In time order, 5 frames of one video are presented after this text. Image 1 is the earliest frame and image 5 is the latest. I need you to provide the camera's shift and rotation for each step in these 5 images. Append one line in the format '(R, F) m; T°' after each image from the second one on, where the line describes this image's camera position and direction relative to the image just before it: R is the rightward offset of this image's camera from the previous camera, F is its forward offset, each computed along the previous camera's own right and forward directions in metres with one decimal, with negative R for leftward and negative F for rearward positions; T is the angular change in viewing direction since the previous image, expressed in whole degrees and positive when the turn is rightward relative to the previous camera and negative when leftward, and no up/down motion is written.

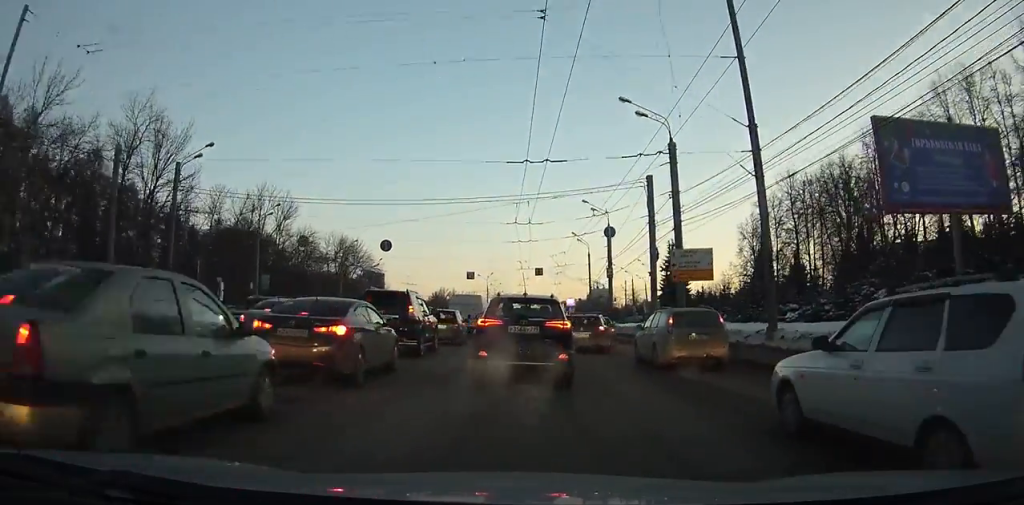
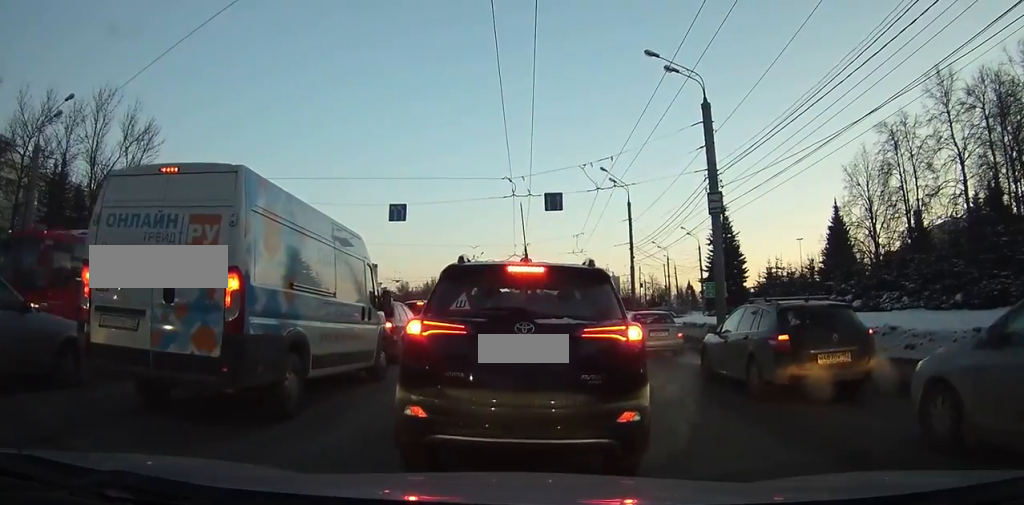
(-1.0, +24.2) m; -4°
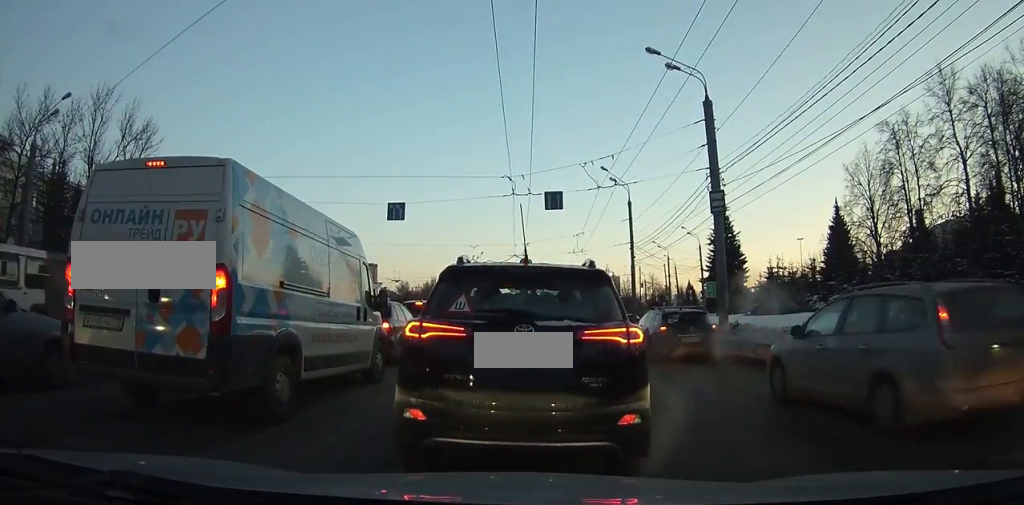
(0.0, +3.5) m; +1°
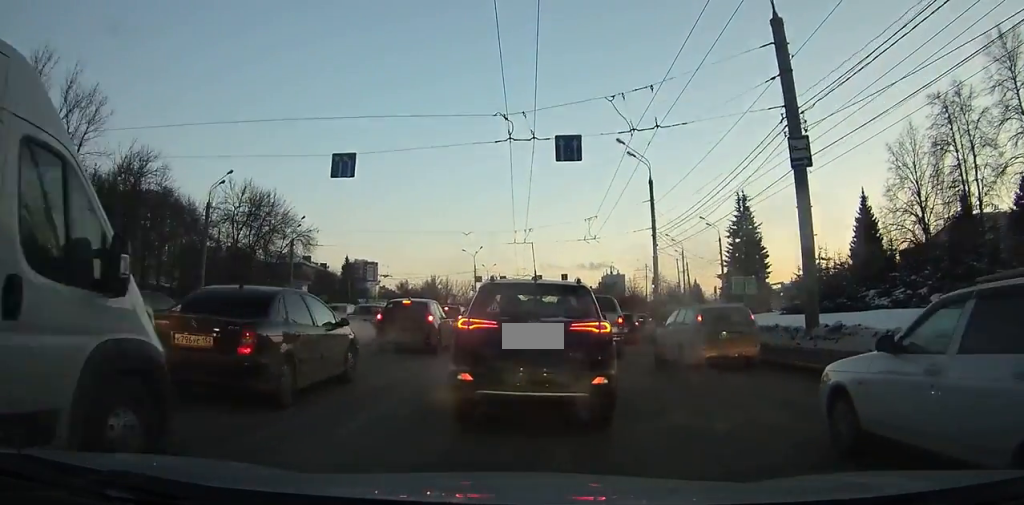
(+0.3, +8.1) m; +3°
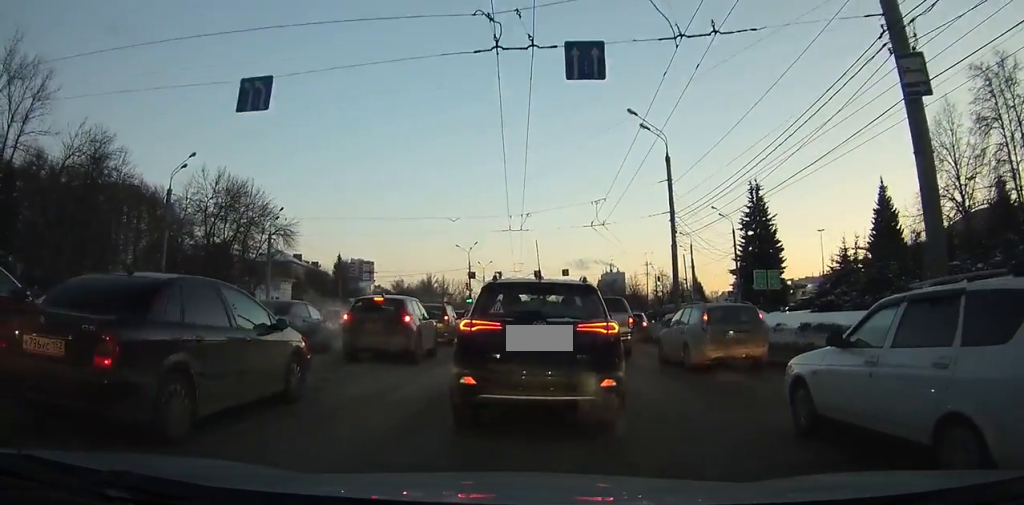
(0.0, +5.4) m; 0°
